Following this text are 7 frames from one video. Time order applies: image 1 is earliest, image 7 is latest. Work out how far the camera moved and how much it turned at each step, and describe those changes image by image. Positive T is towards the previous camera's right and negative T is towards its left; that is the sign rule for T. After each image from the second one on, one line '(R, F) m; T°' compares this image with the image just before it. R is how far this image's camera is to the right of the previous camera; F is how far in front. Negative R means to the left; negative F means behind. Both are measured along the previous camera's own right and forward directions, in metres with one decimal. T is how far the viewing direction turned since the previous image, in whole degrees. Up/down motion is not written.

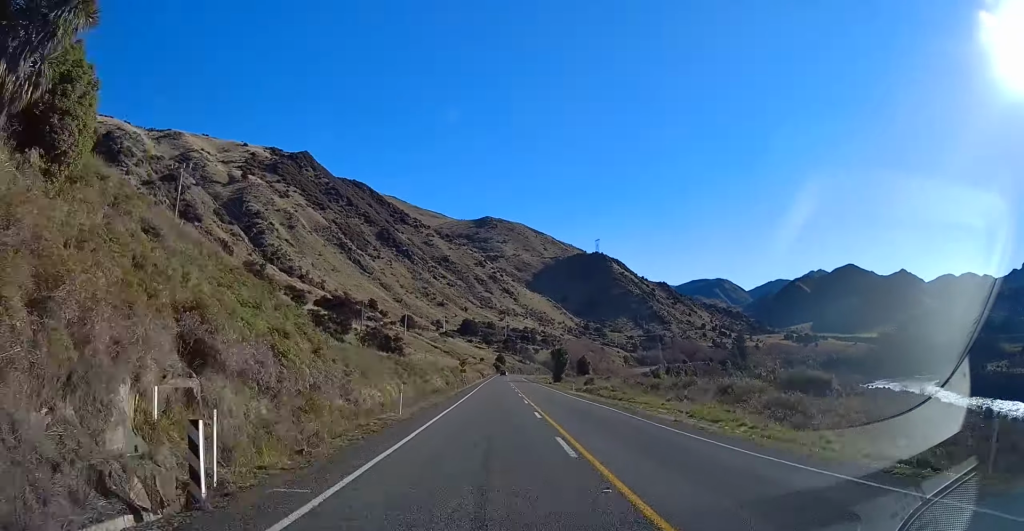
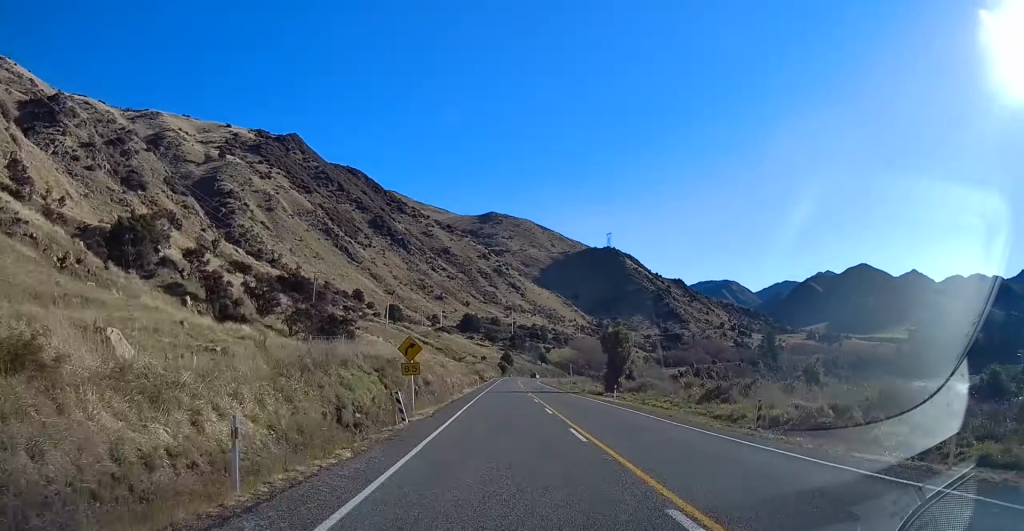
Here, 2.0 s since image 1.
(-2.4, +48.7) m; -2°
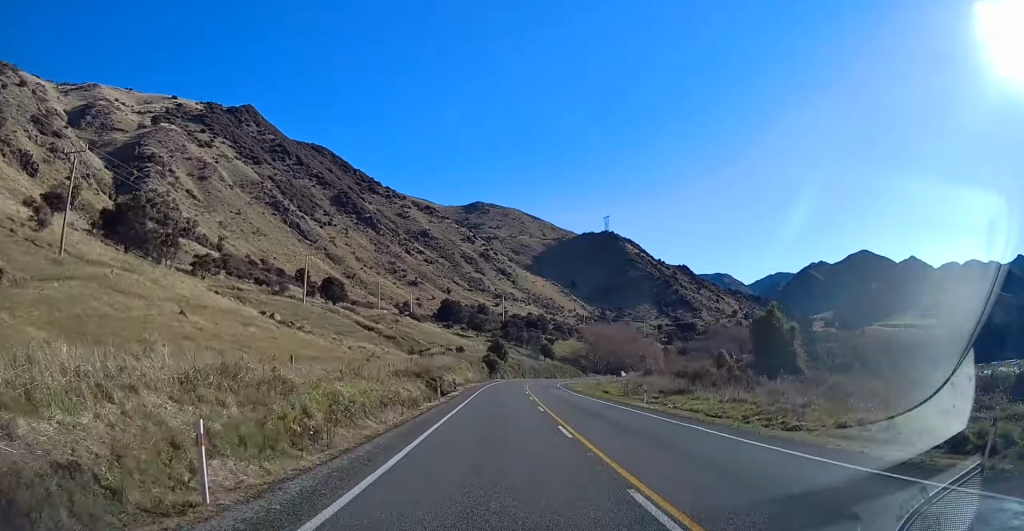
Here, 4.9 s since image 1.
(-0.7, +69.7) m; +2°
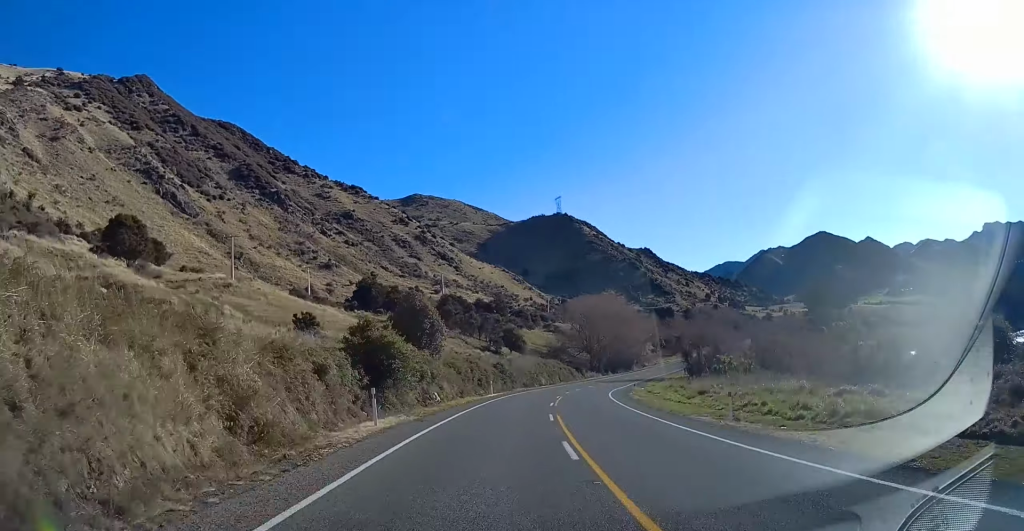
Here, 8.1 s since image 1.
(+1.7, +74.2) m; +6°
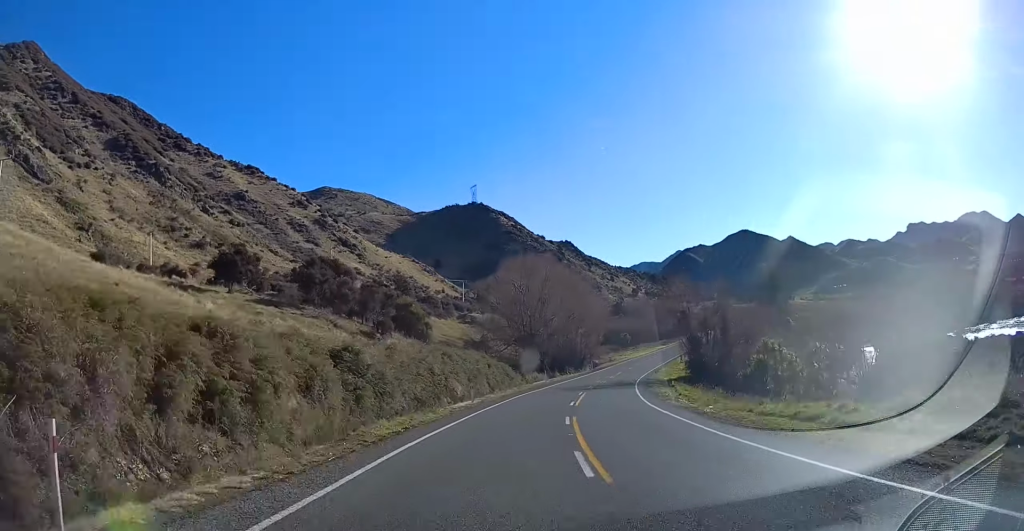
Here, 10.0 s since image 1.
(+0.5, +42.7) m; +6°
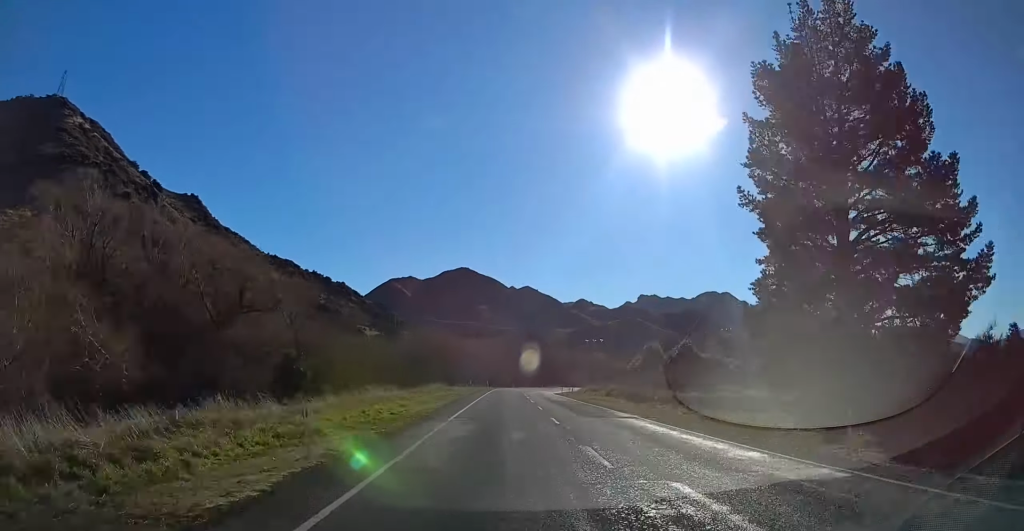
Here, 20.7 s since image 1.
(+67.6, +231.5) m; +25°
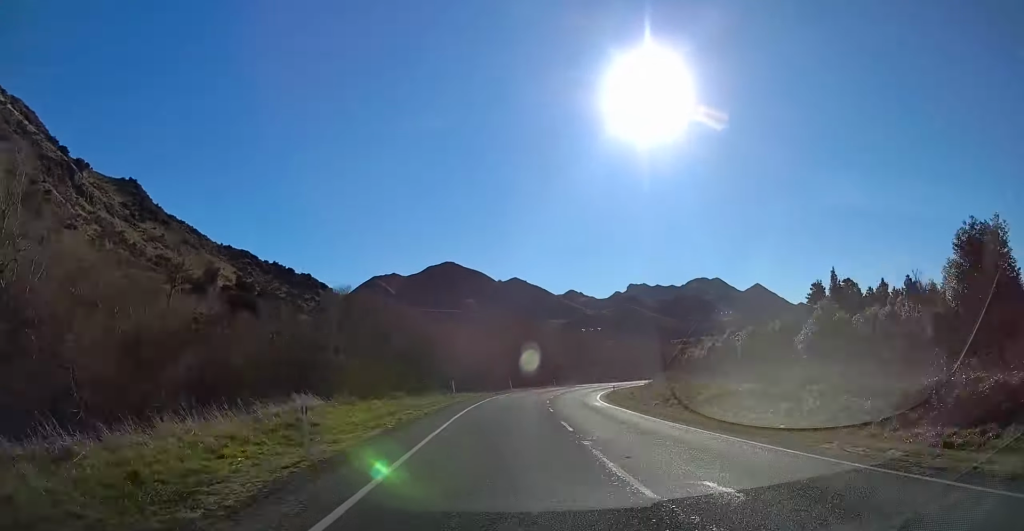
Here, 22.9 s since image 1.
(-2.0, +51.9) m; +3°
